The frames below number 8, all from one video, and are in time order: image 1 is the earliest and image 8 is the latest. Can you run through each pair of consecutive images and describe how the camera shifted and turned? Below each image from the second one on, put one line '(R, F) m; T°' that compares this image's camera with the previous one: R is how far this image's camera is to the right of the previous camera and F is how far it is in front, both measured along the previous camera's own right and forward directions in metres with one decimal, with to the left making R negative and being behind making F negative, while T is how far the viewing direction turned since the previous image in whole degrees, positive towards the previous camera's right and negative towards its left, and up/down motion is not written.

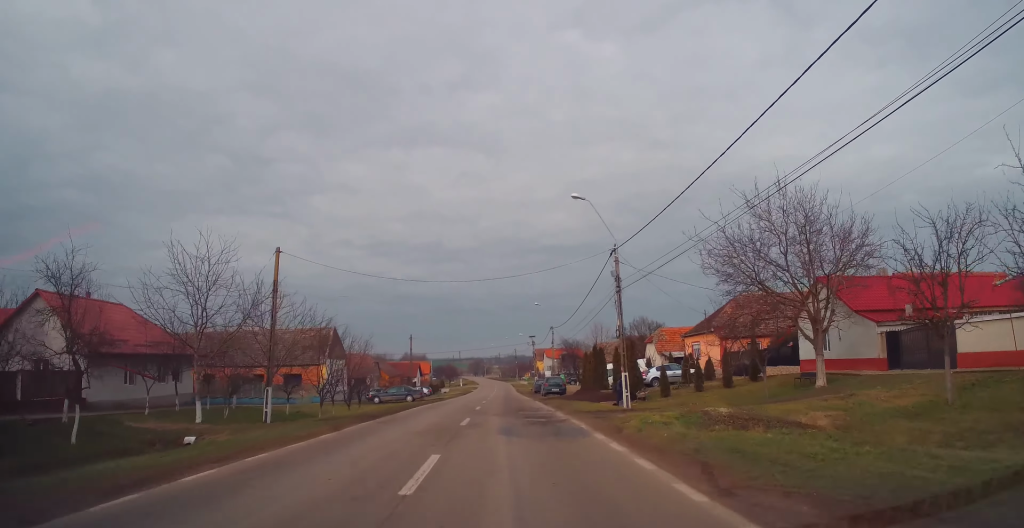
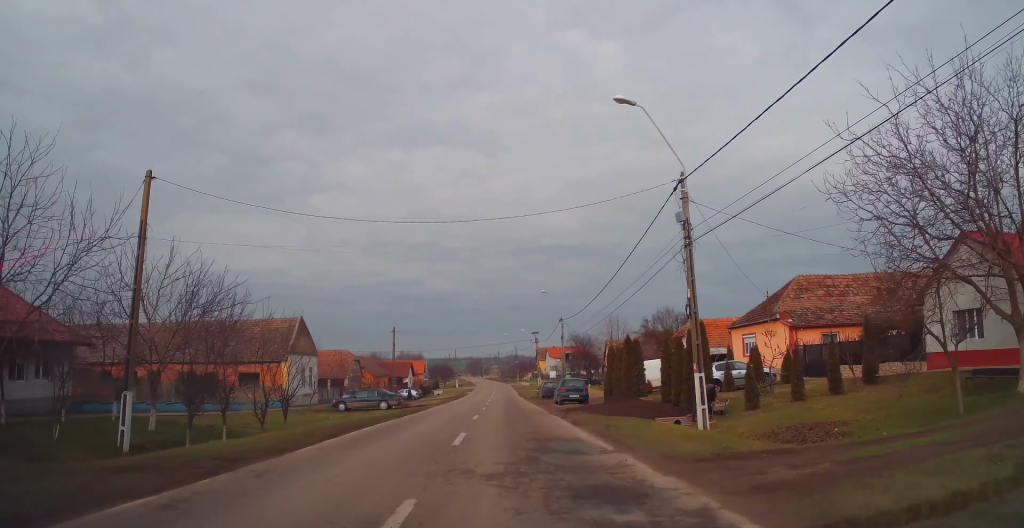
(0.0, +11.1) m; -1°
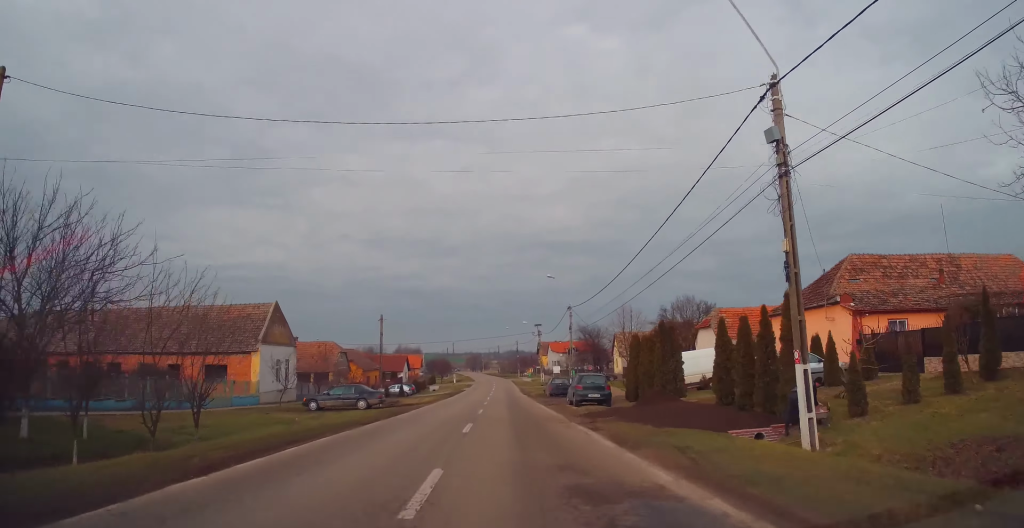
(-0.1, +6.4) m; 0°
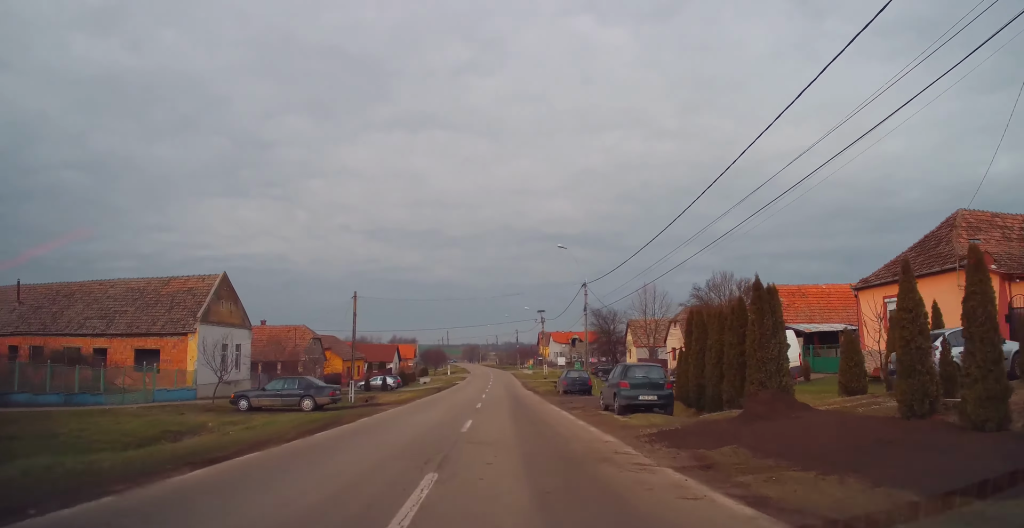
(-0.1, +9.3) m; 0°
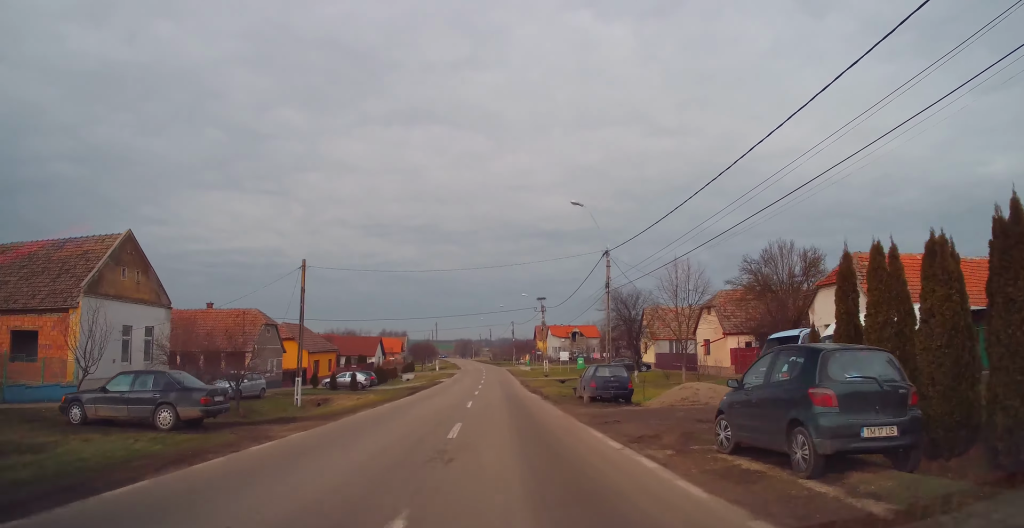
(0.0, +10.7) m; 0°
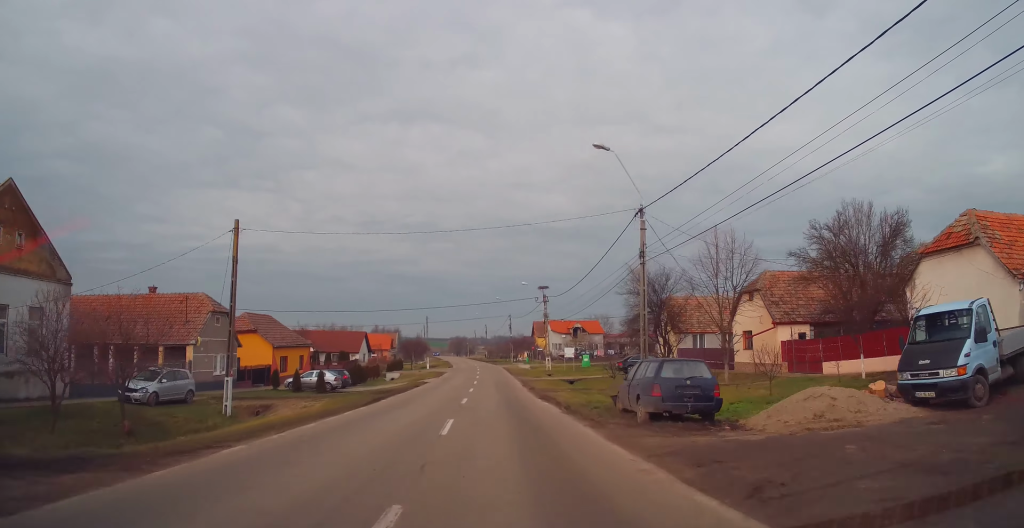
(+0.1, +8.8) m; 0°
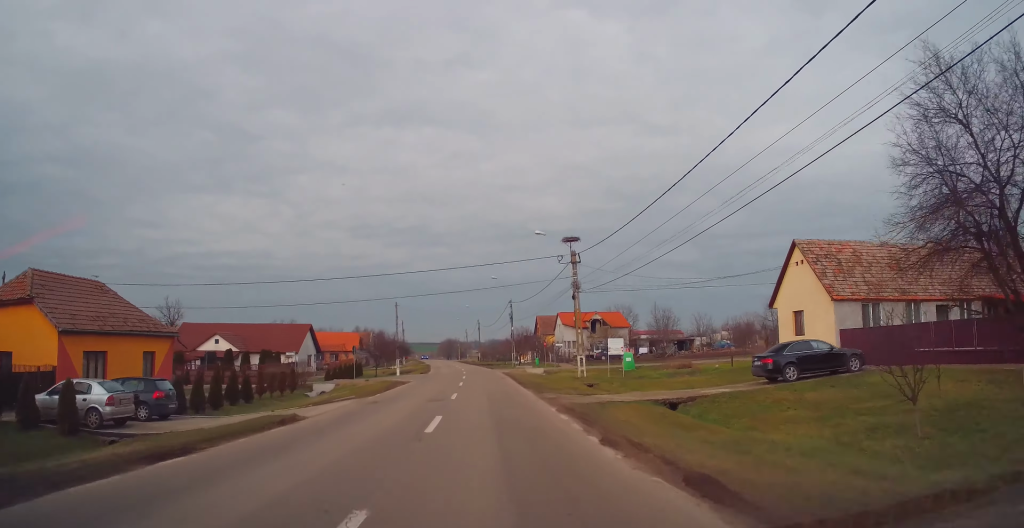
(+0.1, +26.7) m; 0°
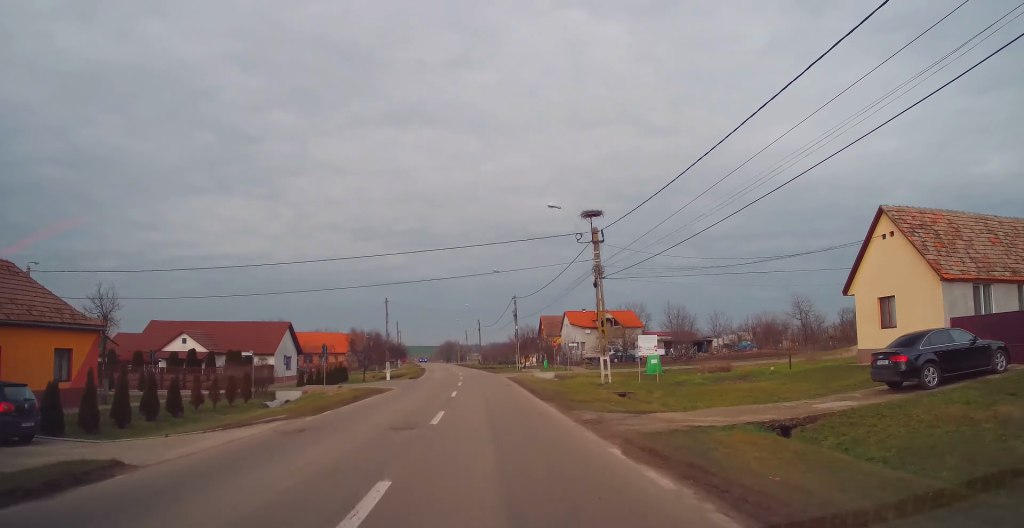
(0.0, +7.4) m; 0°
